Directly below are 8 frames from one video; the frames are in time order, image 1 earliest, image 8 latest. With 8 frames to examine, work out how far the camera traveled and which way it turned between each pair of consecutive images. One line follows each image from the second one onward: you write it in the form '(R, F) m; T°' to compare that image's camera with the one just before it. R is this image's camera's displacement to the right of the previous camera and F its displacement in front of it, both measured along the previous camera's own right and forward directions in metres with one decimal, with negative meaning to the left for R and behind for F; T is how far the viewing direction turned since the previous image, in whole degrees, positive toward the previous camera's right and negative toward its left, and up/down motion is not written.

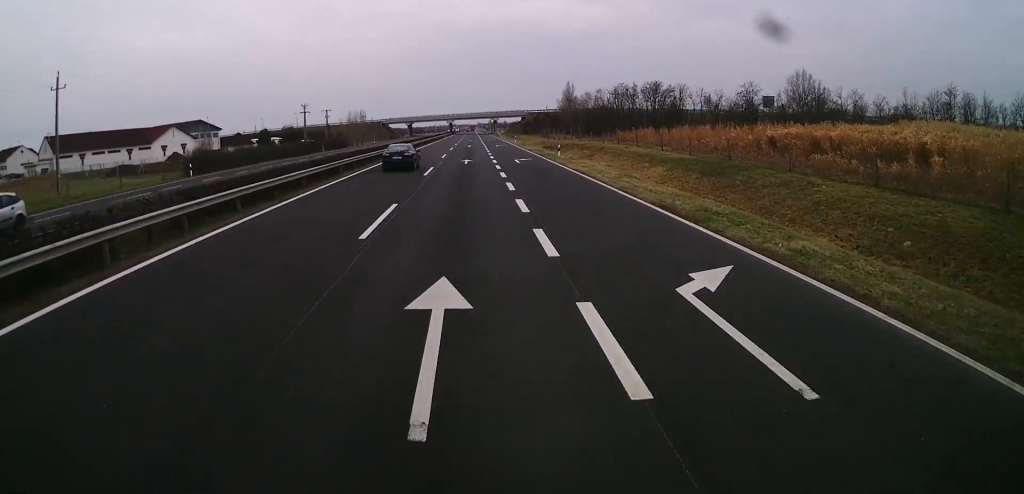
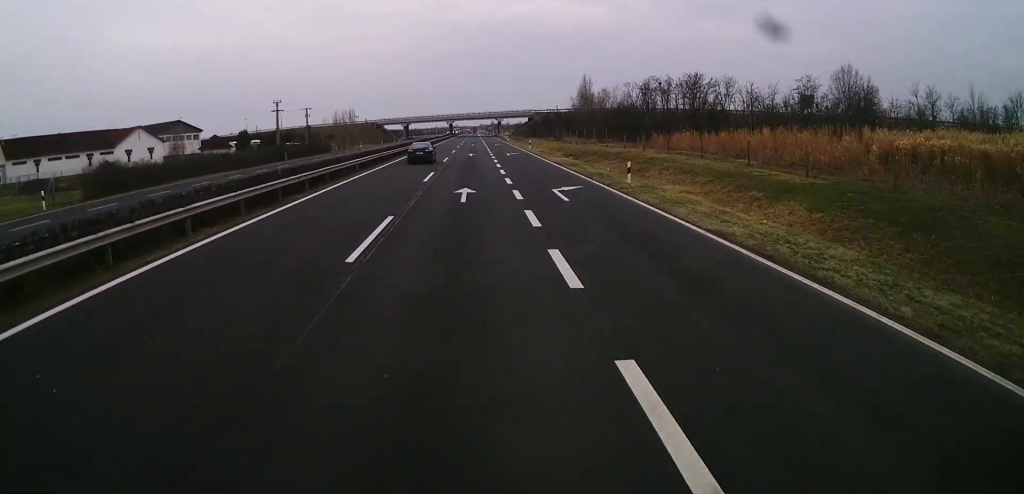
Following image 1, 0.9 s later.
(0.0, +20.1) m; 0°
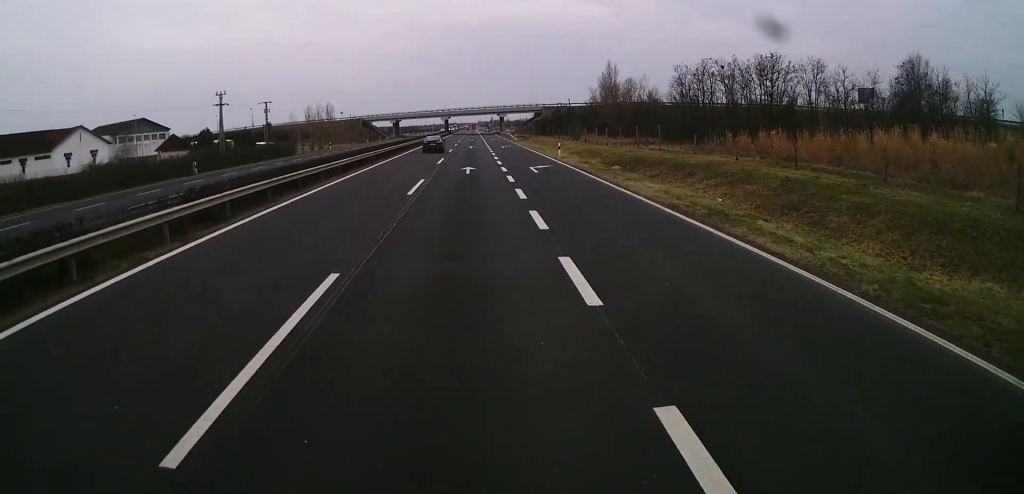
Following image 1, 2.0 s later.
(-0.2, +25.6) m; 0°
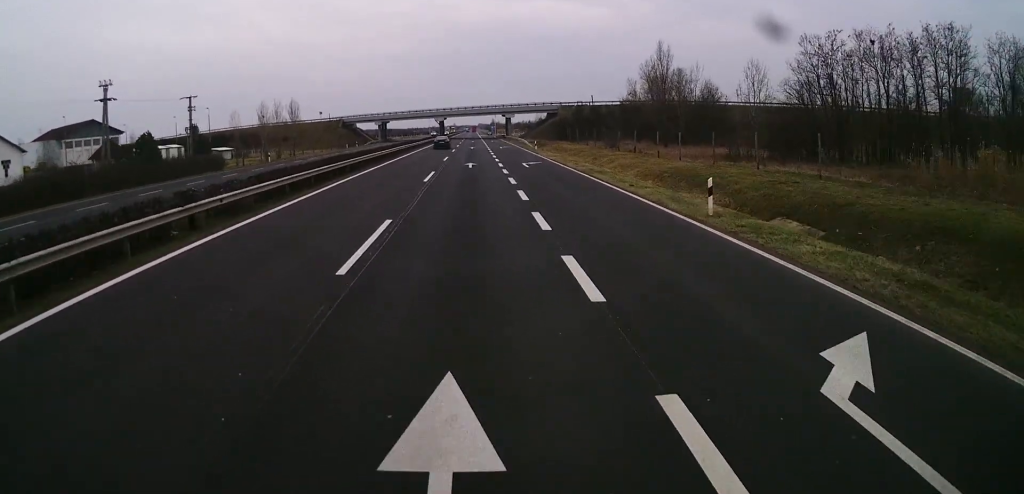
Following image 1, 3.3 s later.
(+0.4, +30.2) m; 0°
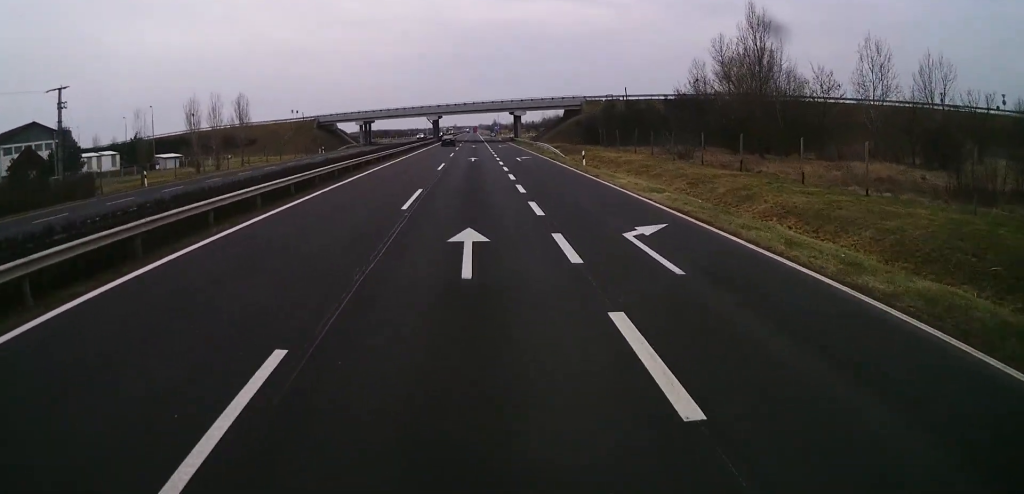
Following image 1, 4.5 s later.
(-0.3, +27.8) m; 0°
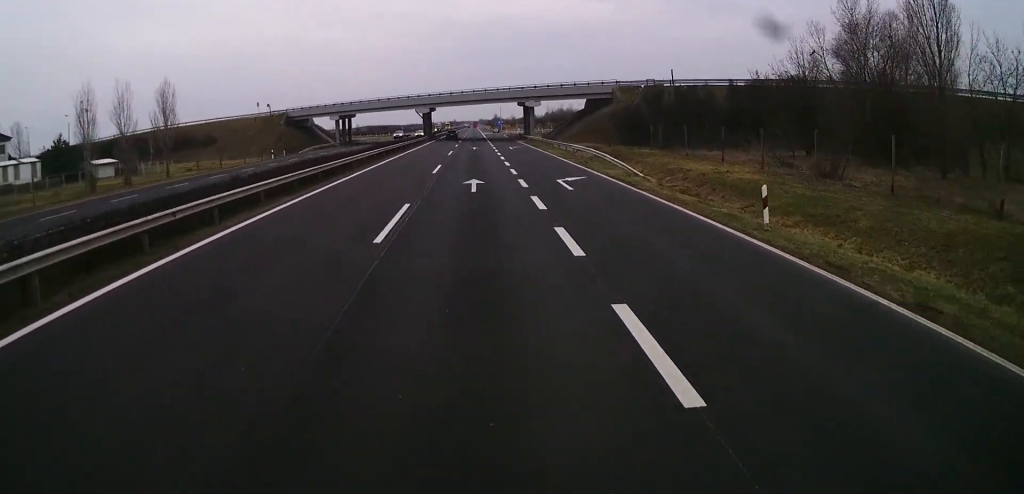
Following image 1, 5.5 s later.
(+0.2, +23.8) m; +1°
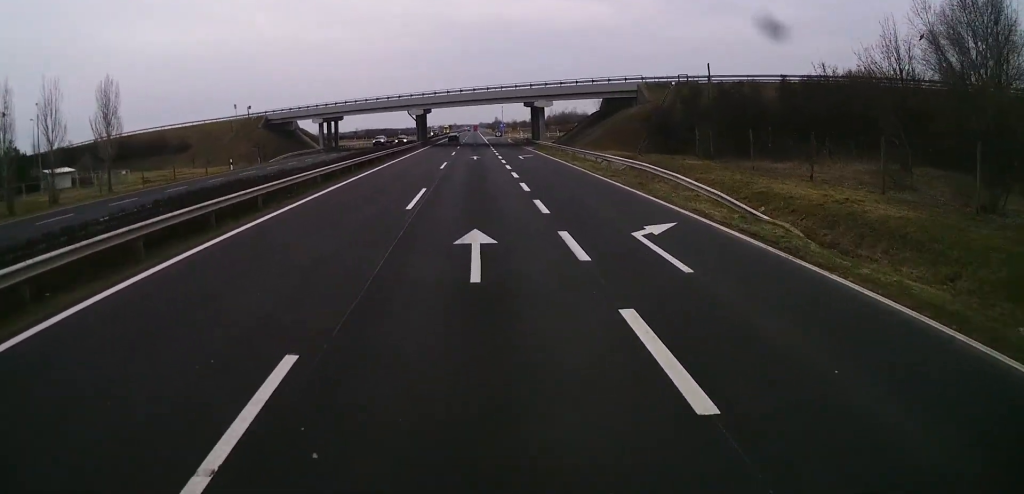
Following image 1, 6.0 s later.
(+0.1, +12.3) m; 0°
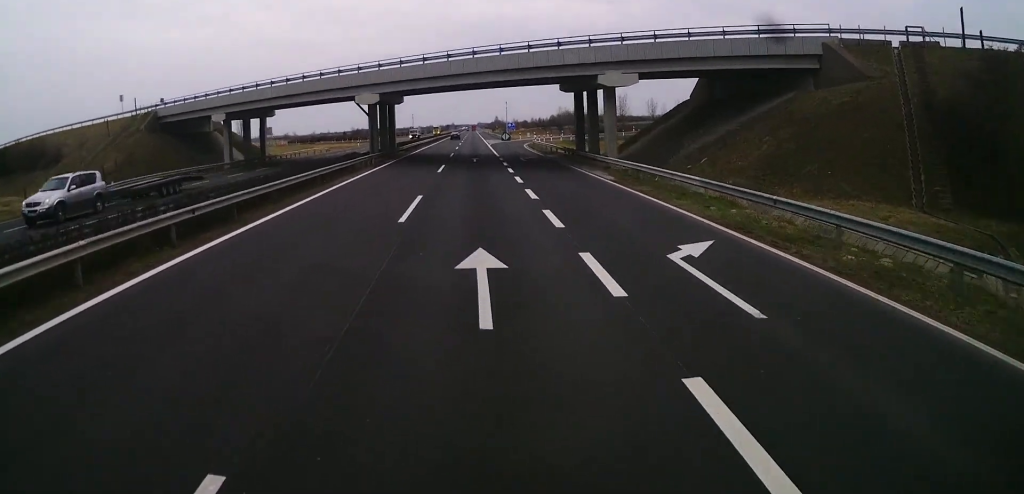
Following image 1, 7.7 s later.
(-0.6, +38.4) m; -1°
